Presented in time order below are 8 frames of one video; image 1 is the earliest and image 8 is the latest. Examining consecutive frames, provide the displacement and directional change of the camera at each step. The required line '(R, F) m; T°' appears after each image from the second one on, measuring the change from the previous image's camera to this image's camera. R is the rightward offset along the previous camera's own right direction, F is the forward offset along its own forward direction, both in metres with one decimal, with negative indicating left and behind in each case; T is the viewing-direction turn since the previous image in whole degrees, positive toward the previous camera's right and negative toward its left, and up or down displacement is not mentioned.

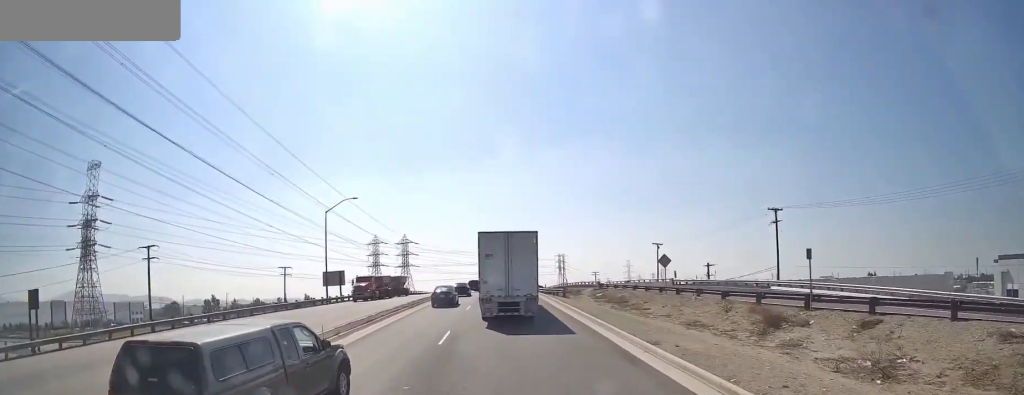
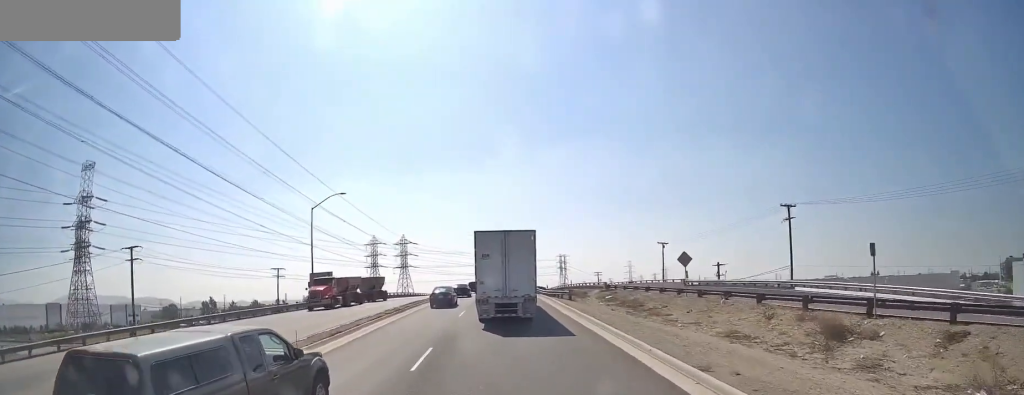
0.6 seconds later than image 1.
(0.0, +4.5) m; -1°
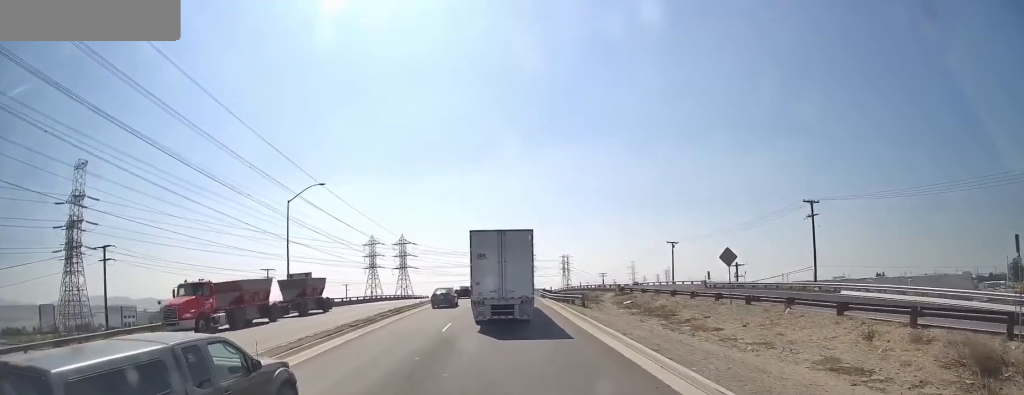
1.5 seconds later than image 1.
(0.0, +6.6) m; -1°
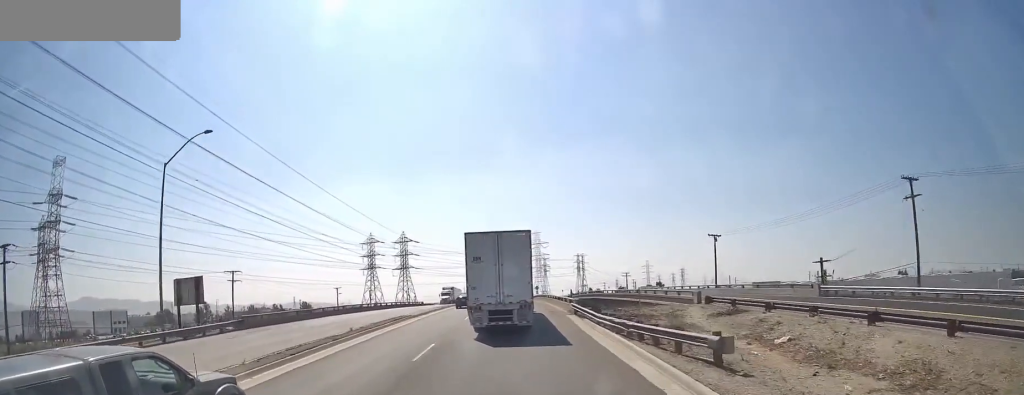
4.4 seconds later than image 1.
(-0.5, +21.3) m; -1°
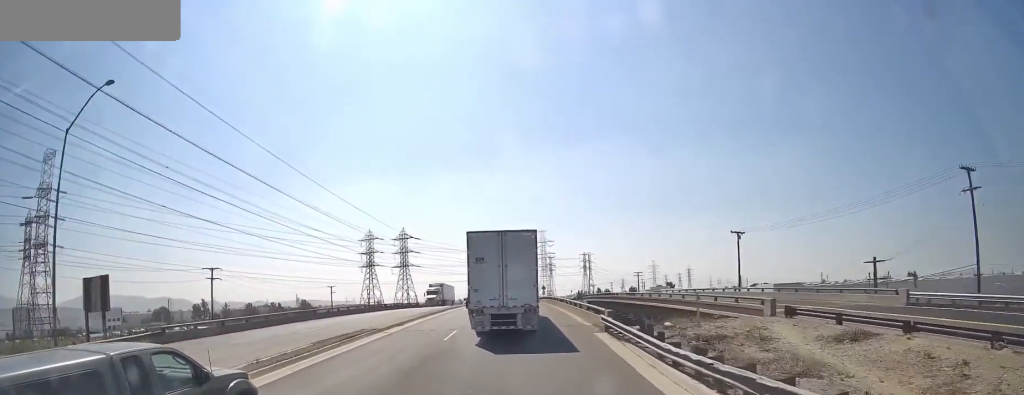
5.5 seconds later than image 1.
(0.0, +9.2) m; 0°
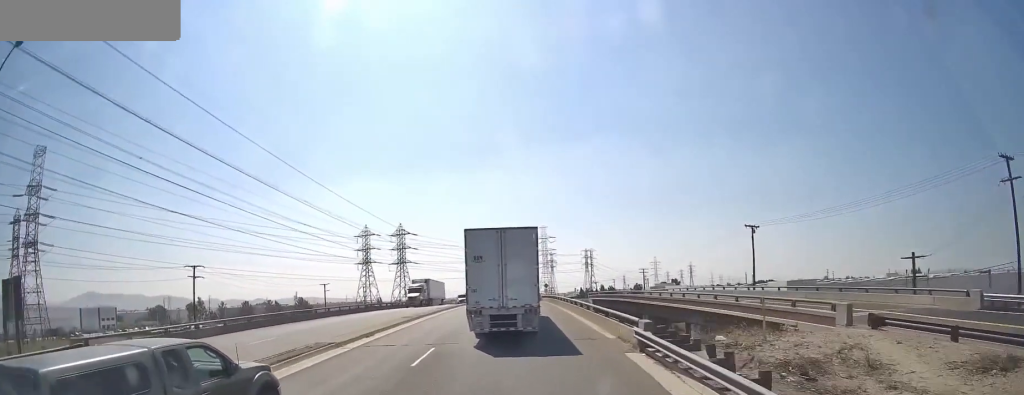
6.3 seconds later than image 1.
(0.0, +6.1) m; 0°
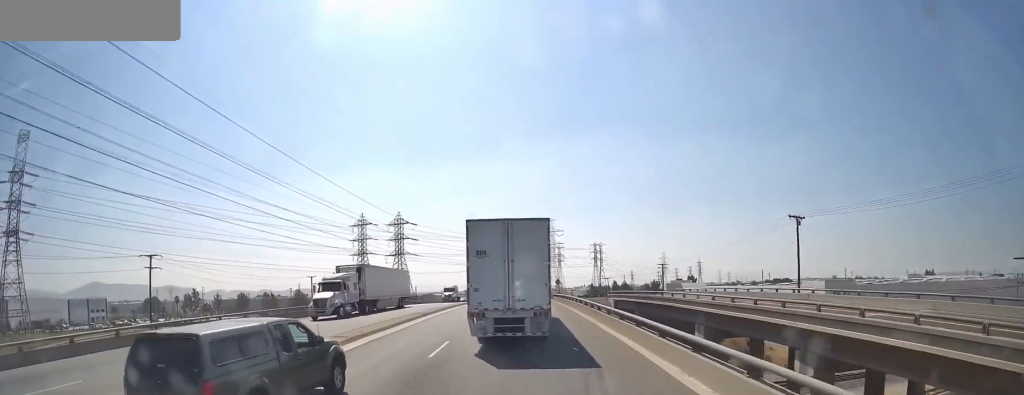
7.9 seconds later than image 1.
(0.0, +13.6) m; -1°
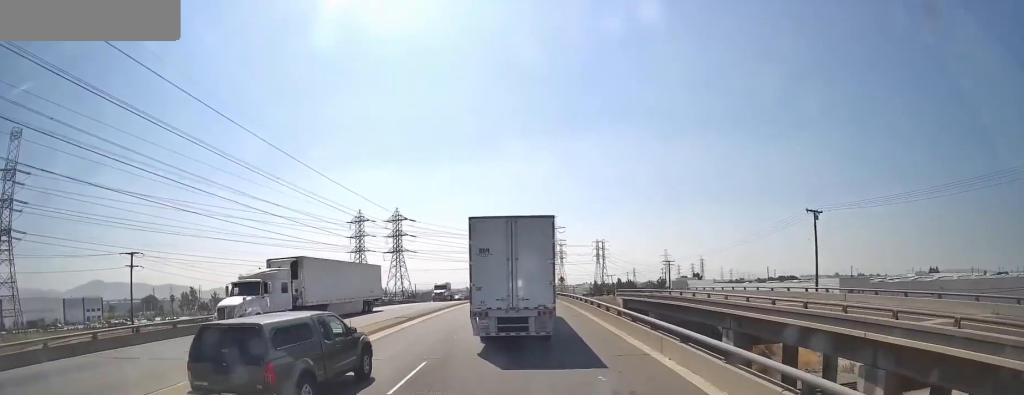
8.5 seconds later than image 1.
(0.0, +5.2) m; 0°
